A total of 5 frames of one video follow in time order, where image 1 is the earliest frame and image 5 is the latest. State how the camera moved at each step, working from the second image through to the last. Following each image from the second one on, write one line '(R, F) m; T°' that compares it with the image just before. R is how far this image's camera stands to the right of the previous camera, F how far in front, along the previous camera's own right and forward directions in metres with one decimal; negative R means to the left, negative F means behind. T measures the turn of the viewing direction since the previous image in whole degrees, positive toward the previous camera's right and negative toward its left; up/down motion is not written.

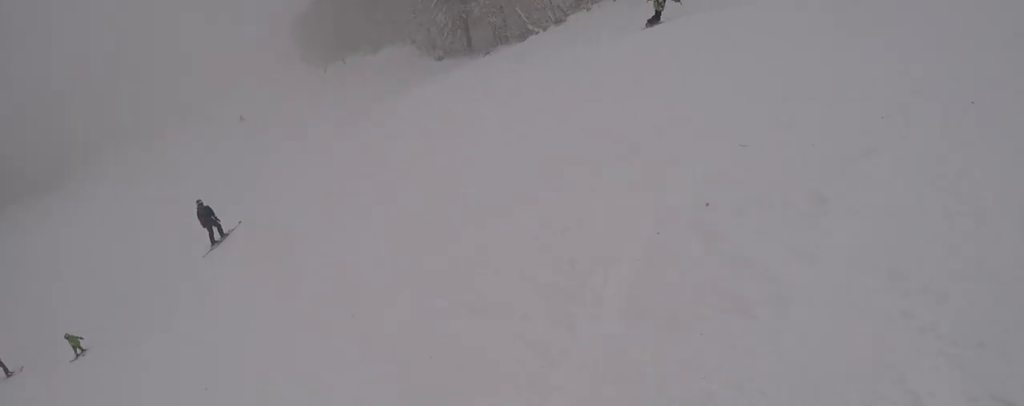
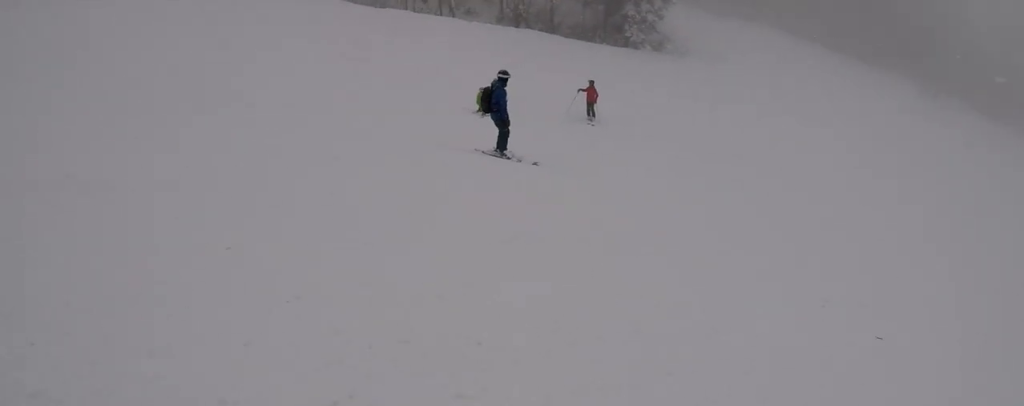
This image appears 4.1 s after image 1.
(+1.6, +17.5) m; -32°
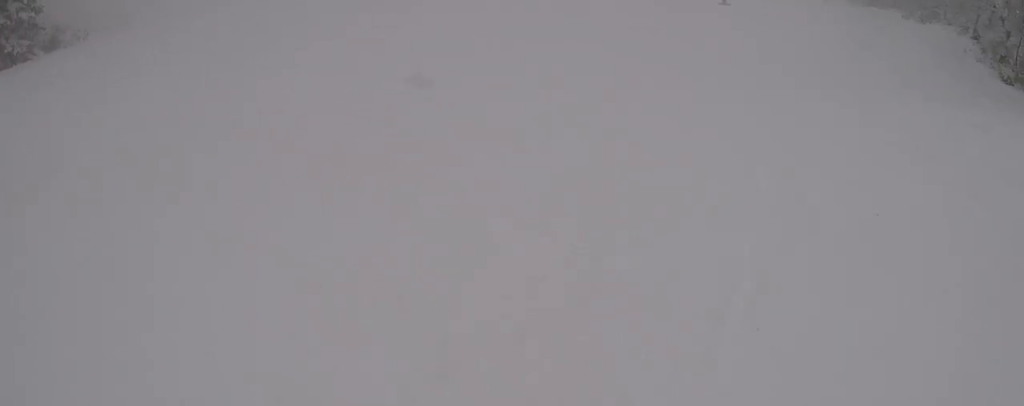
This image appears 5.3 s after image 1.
(-0.2, +6.1) m; +5°
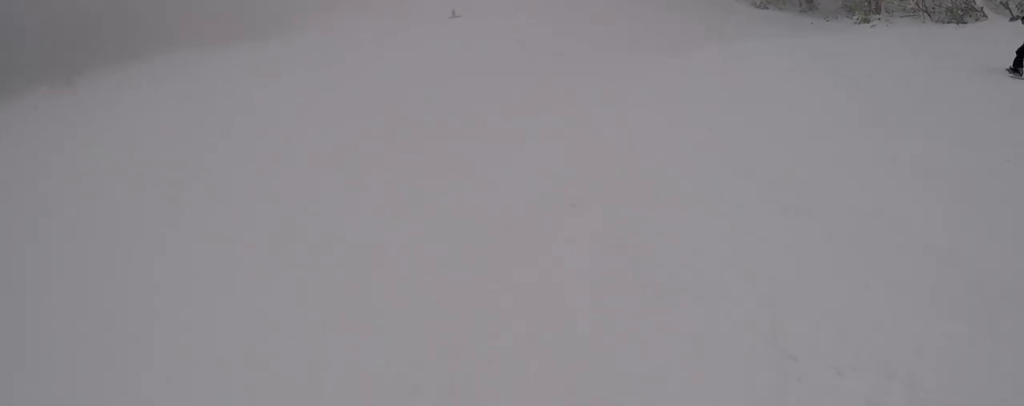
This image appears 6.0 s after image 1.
(+0.4, +4.2) m; +14°
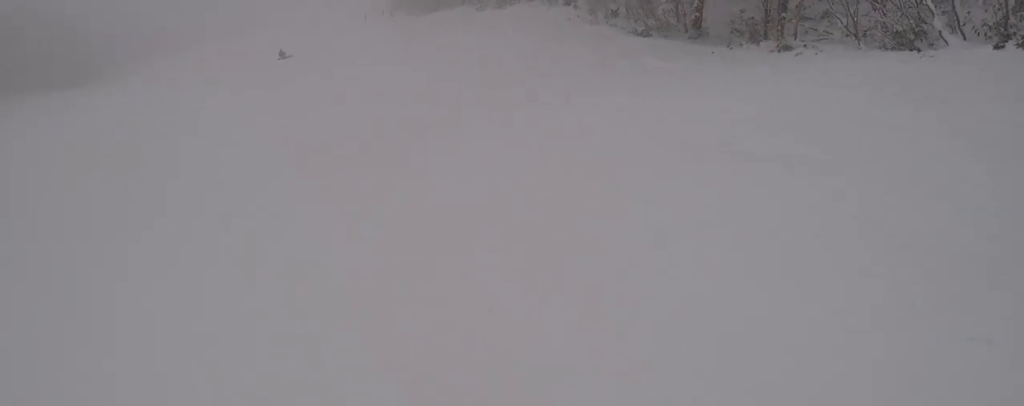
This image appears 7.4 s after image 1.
(+2.3, +8.9) m; +12°
